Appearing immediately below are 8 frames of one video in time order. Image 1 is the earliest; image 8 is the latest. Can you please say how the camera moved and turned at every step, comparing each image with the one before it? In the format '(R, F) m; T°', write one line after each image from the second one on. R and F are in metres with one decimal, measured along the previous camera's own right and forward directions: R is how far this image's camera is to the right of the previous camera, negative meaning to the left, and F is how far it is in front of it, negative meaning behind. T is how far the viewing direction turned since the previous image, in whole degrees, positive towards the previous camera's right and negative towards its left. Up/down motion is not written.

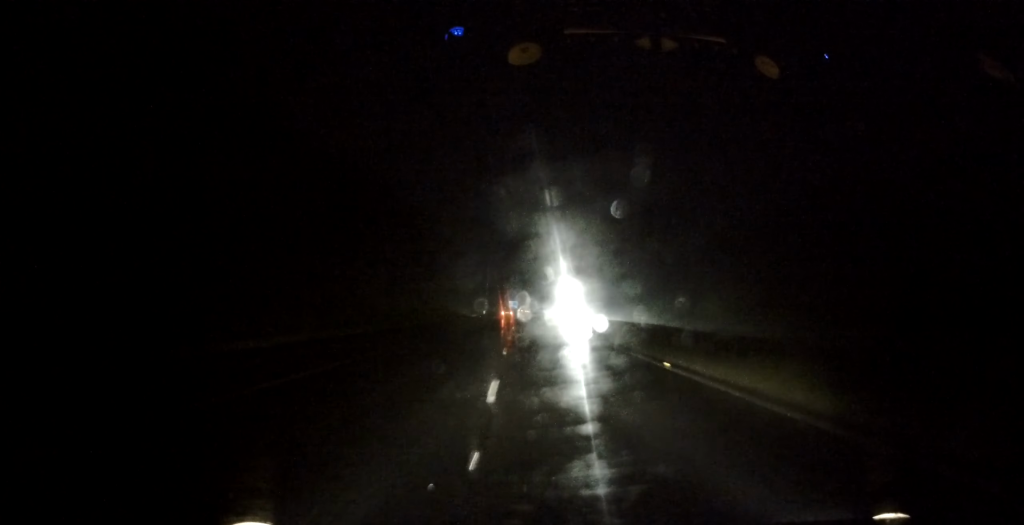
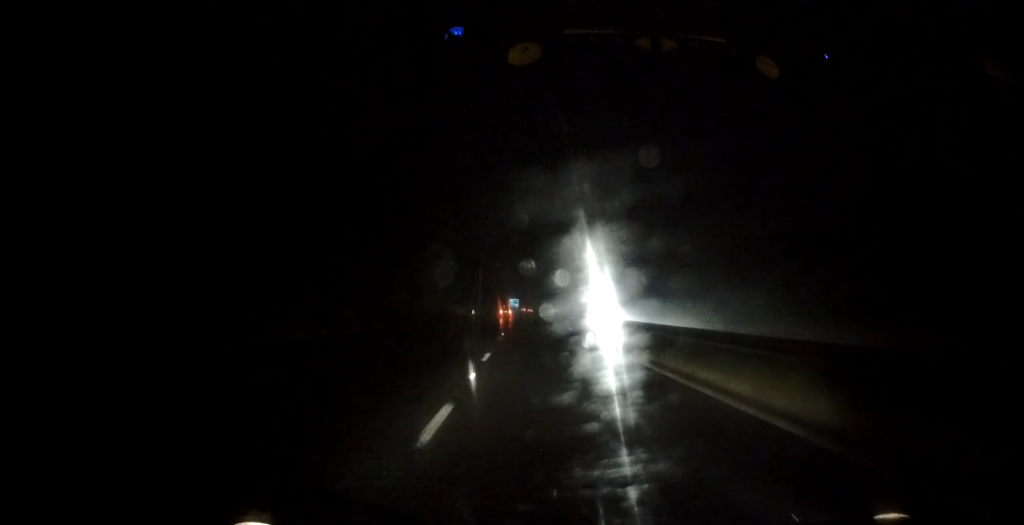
(-0.1, +28.3) m; 0°
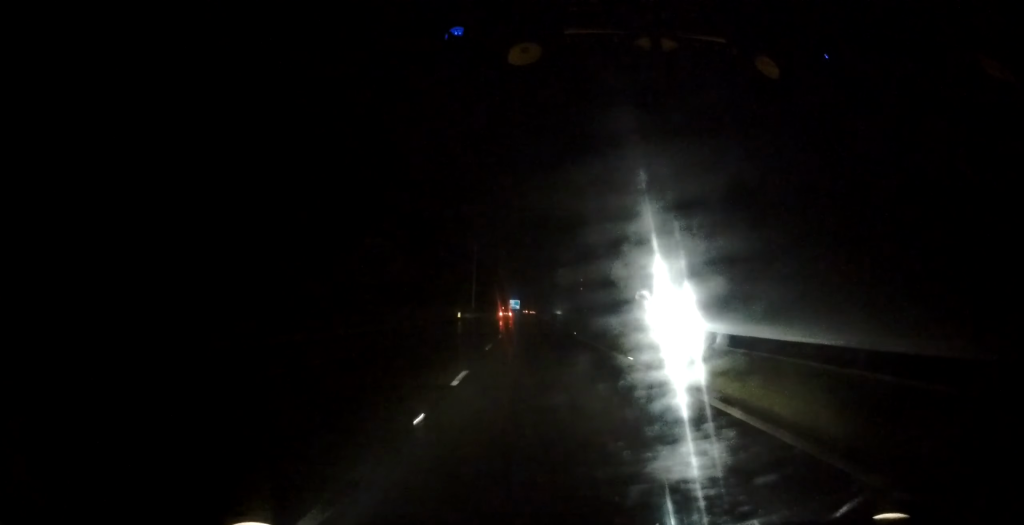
(0.0, +21.3) m; 0°
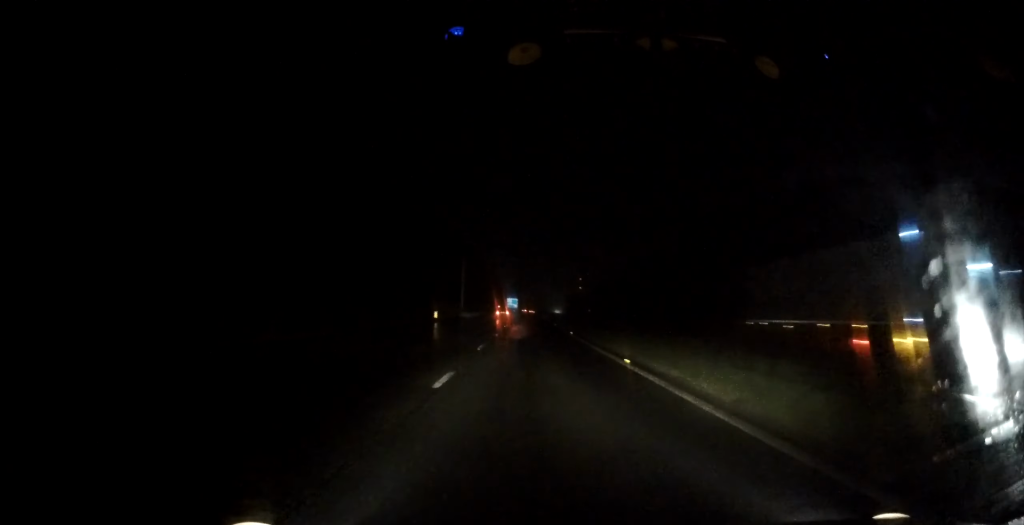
(0.0, +17.9) m; 0°
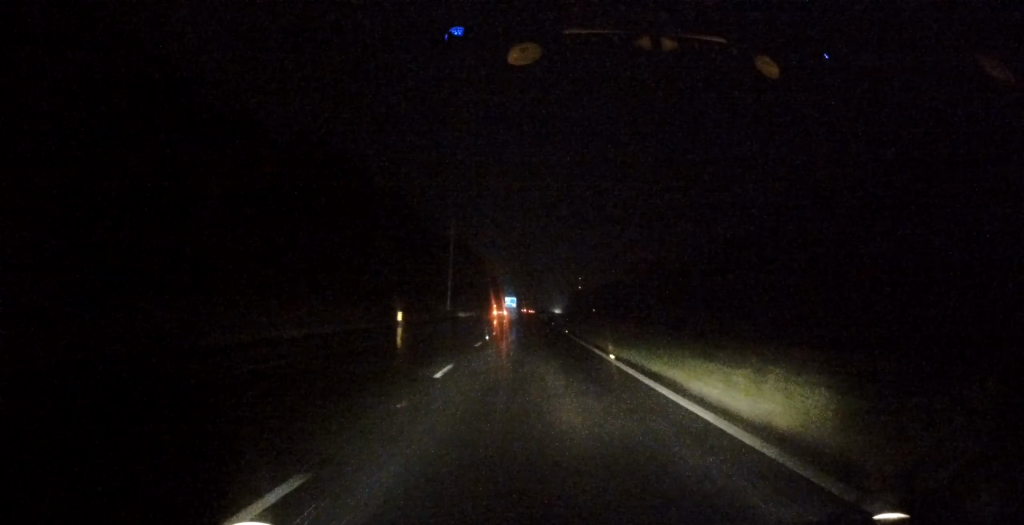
(0.0, +16.0) m; 0°
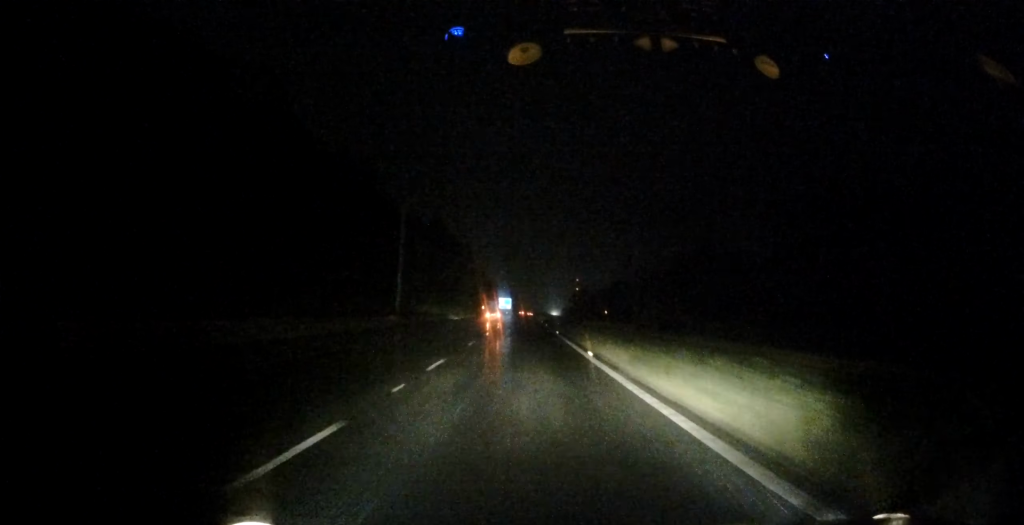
(0.0, +32.9) m; +1°
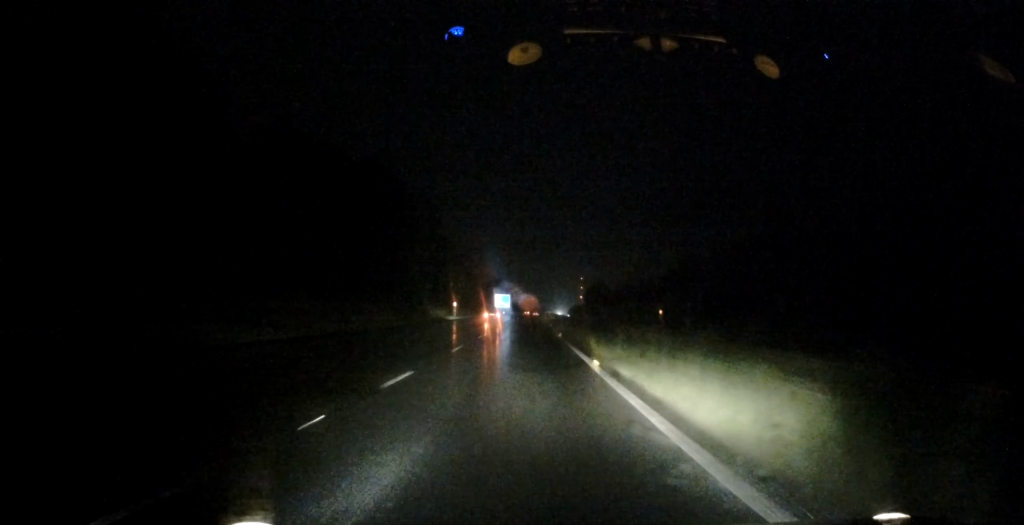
(+0.3, +54.8) m; 0°
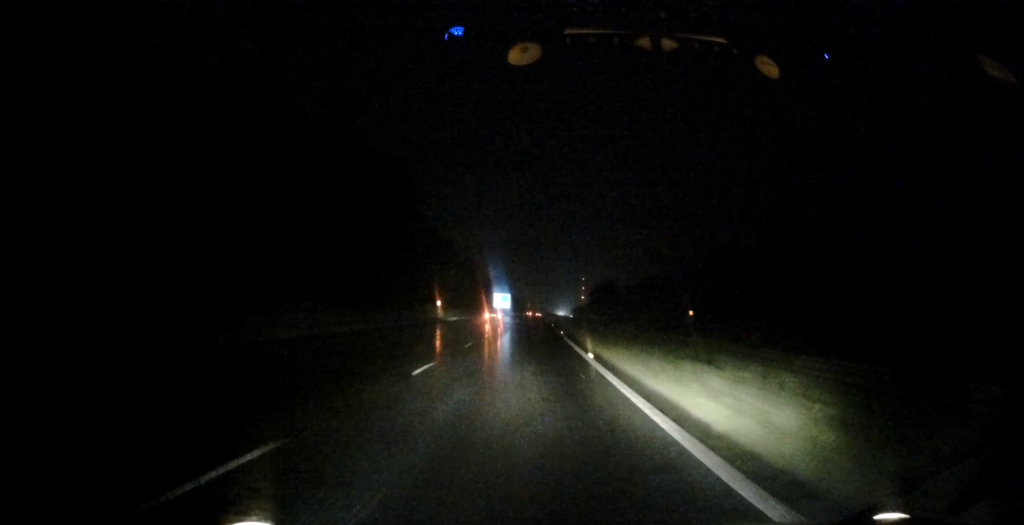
(-0.1, +15.1) m; 0°
